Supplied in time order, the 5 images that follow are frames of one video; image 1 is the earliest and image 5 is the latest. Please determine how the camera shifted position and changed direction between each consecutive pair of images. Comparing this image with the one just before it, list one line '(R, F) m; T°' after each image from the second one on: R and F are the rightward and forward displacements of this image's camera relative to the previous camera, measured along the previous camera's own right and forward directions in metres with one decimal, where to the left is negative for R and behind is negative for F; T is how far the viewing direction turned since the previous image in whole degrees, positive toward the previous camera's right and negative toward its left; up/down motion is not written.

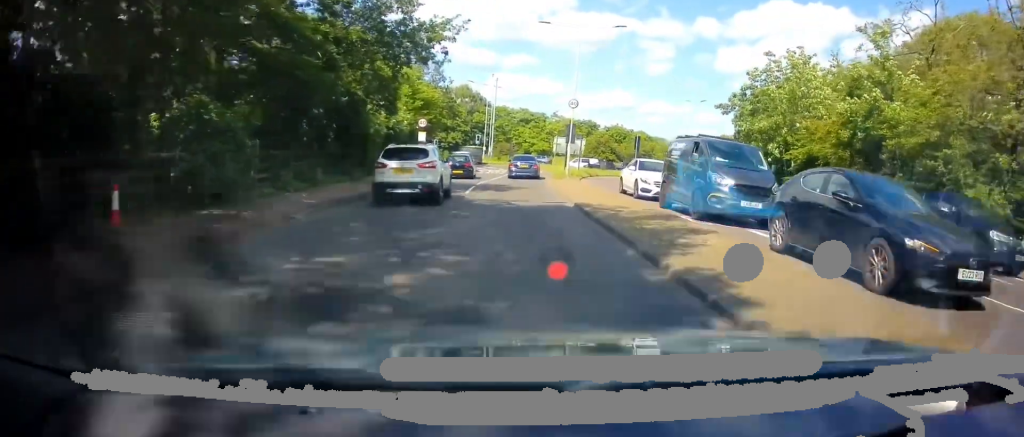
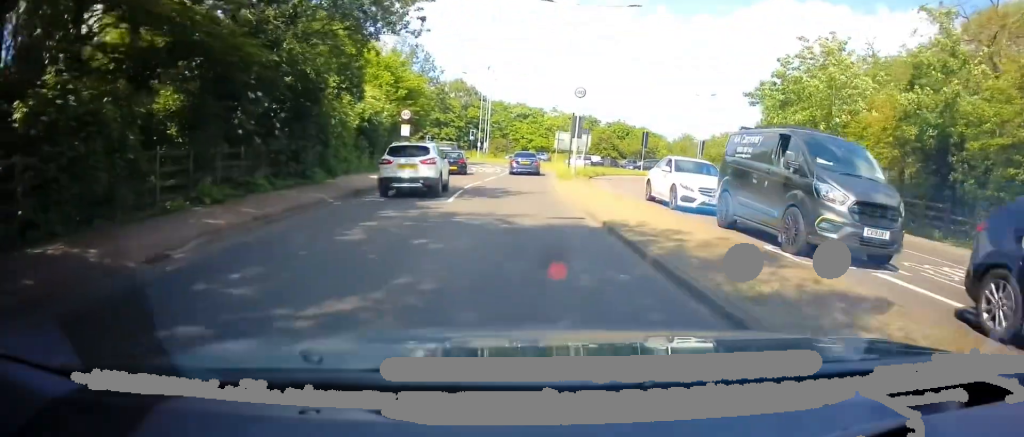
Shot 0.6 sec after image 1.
(+0.1, +4.6) m; -1°
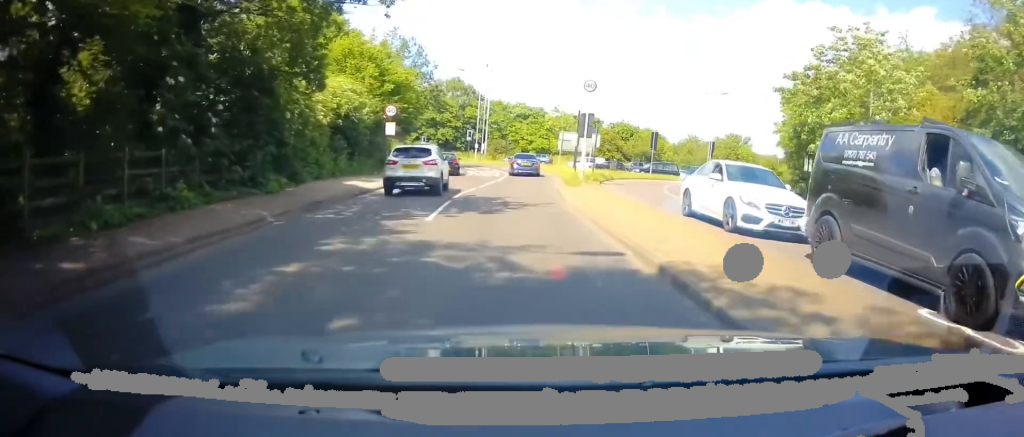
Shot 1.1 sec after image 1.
(-0.1, +4.0) m; 0°
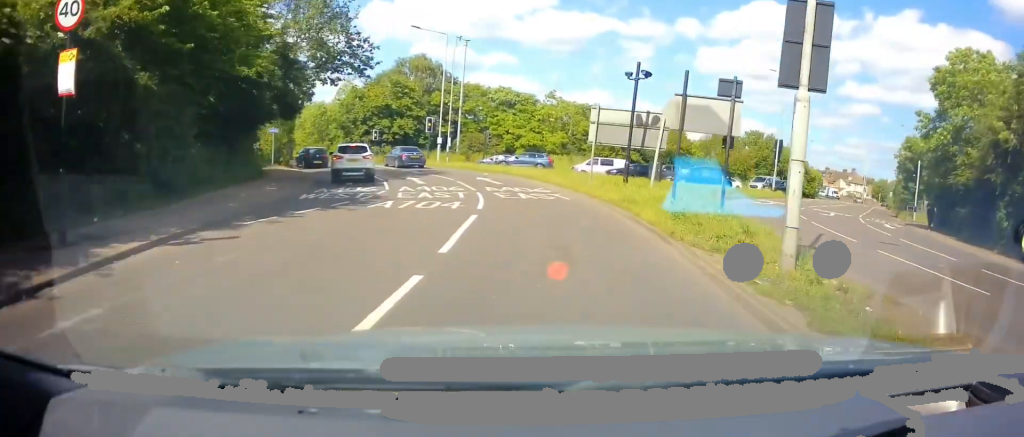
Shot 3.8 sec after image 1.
(-0.1, +21.6) m; +2°
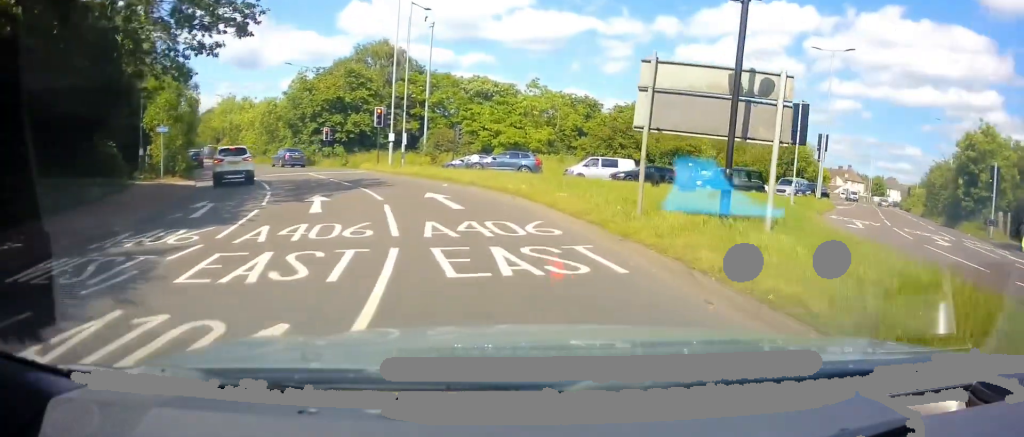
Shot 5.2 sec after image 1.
(+0.6, +10.4) m; +3°
